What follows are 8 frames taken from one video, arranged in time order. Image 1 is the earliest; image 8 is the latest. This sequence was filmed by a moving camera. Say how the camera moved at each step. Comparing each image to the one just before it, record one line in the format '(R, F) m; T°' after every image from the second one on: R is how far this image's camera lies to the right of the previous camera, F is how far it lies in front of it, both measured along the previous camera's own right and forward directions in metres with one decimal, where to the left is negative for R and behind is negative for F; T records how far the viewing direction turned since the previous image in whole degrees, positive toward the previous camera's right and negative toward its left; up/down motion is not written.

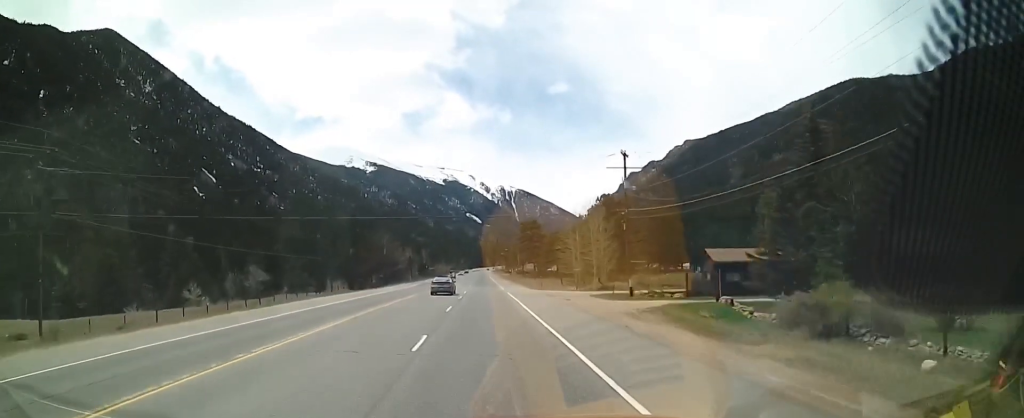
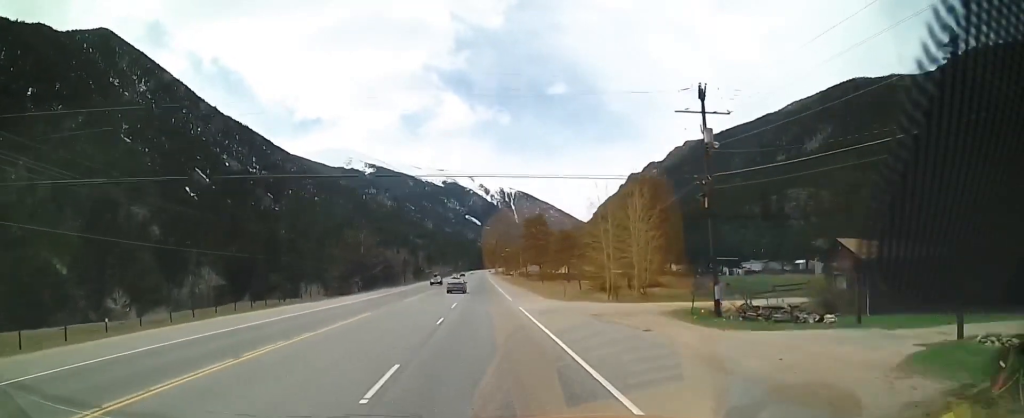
(-0.2, +17.5) m; 0°
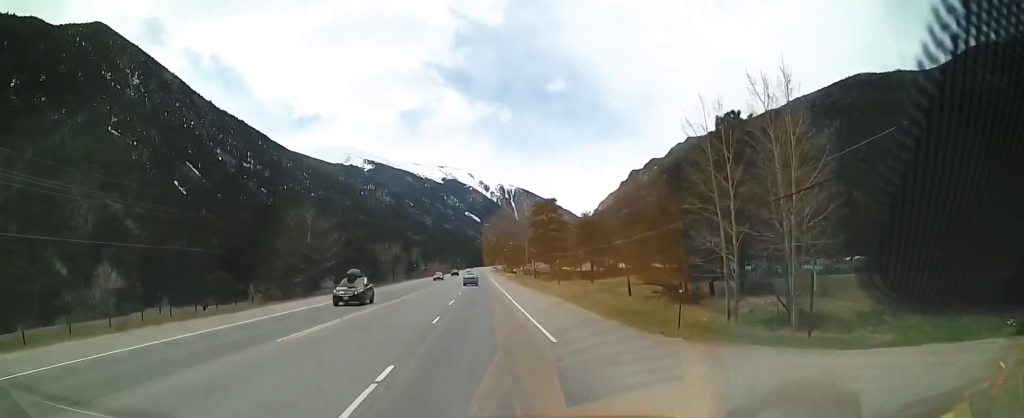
(+0.4, +24.2) m; +1°
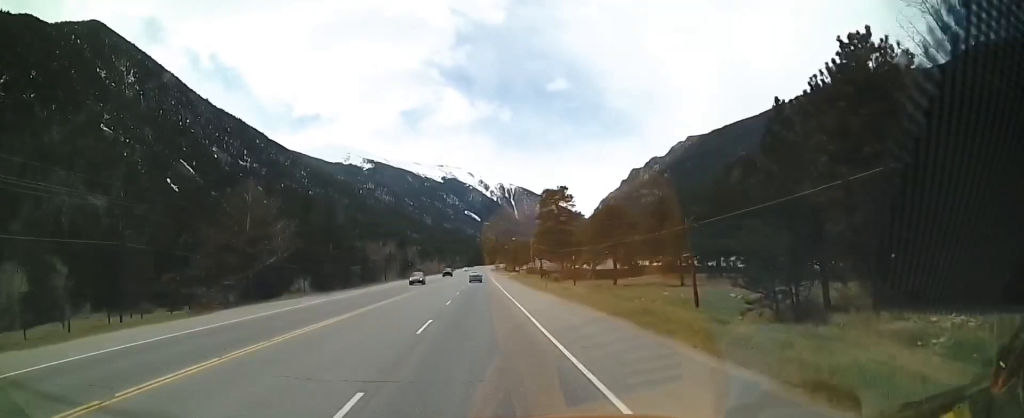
(+0.1, +14.8) m; 0°
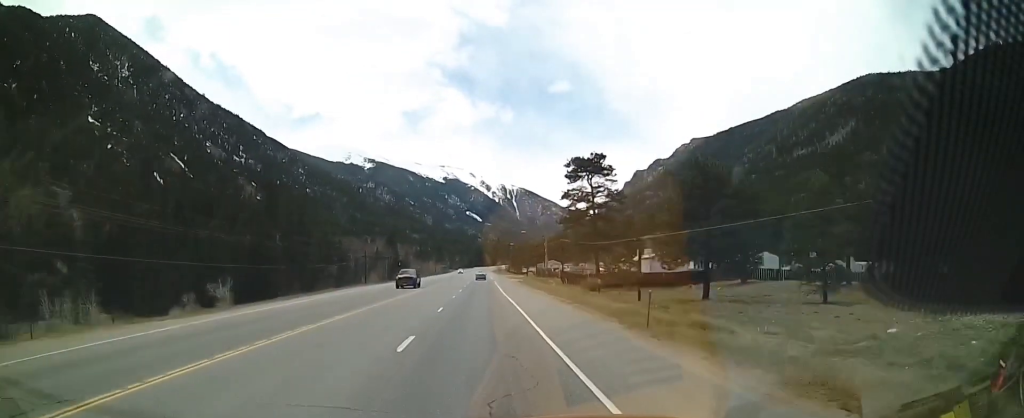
(-0.5, +29.2) m; -2°
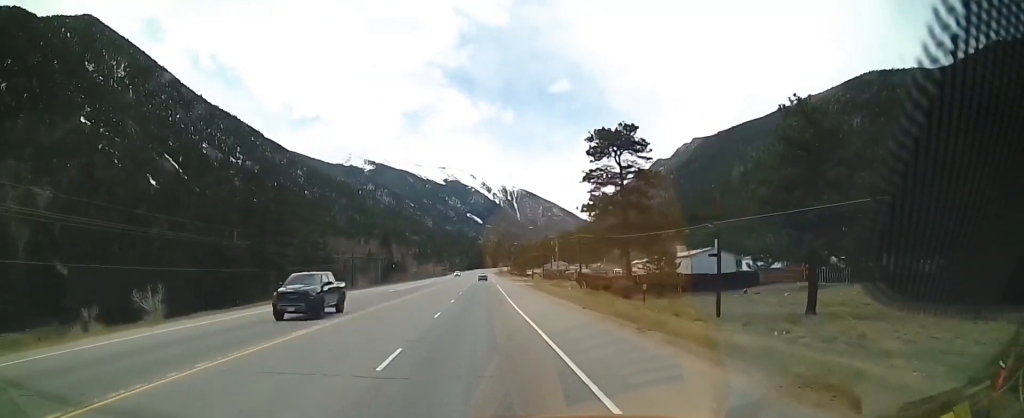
(-0.2, +14.4) m; 0°
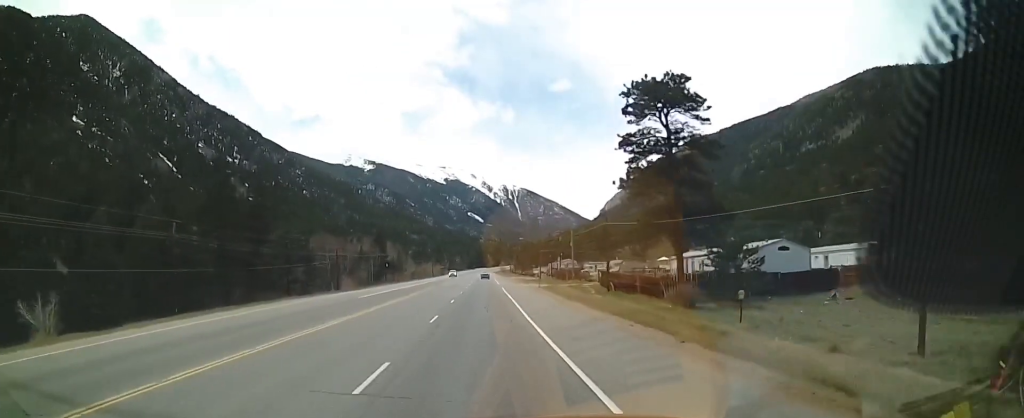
(-0.2, +14.4) m; 0°
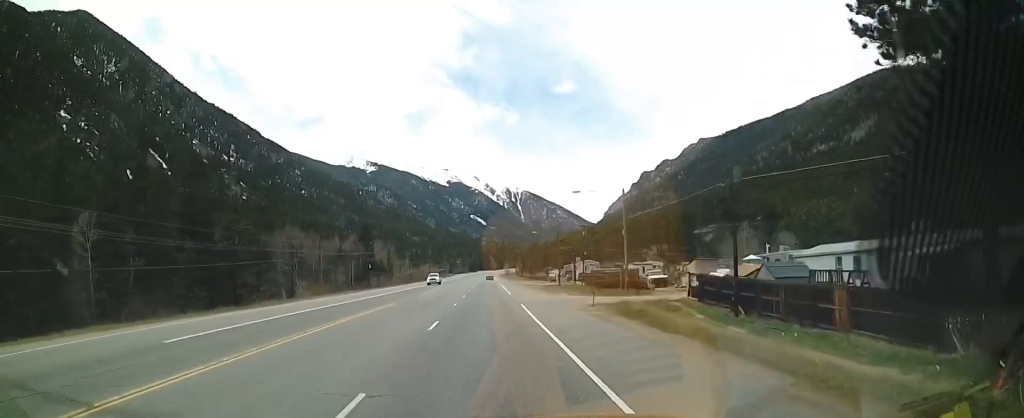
(+0.6, +27.4) m; +1°
